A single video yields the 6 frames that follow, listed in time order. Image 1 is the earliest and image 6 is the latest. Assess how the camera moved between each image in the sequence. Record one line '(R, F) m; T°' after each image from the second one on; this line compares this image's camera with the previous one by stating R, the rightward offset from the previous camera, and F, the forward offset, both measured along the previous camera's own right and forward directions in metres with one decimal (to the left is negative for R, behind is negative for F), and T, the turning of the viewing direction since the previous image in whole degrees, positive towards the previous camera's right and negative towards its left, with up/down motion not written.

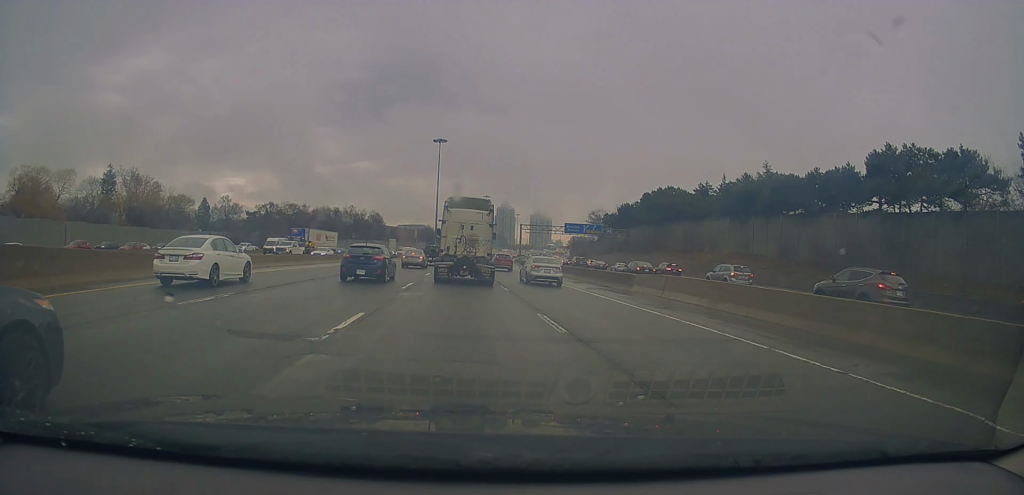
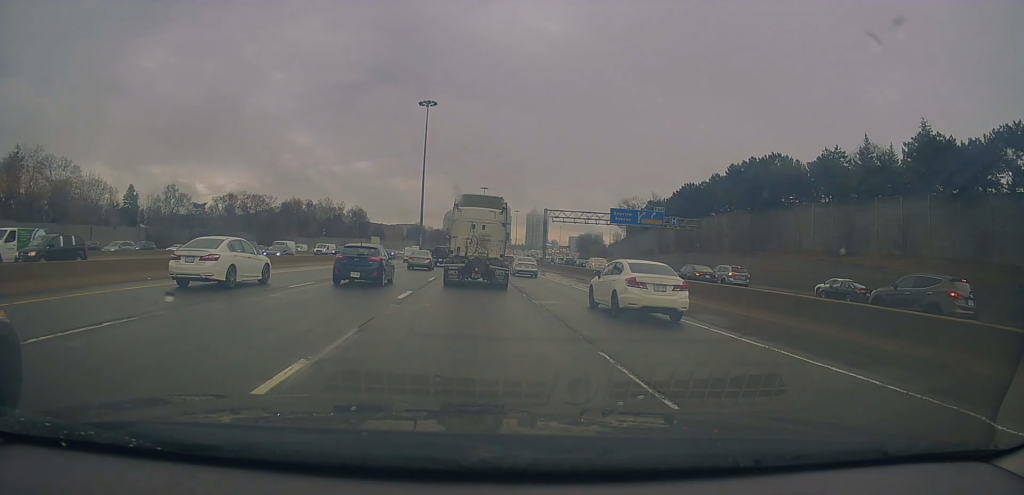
(+1.2, +39.6) m; +3°
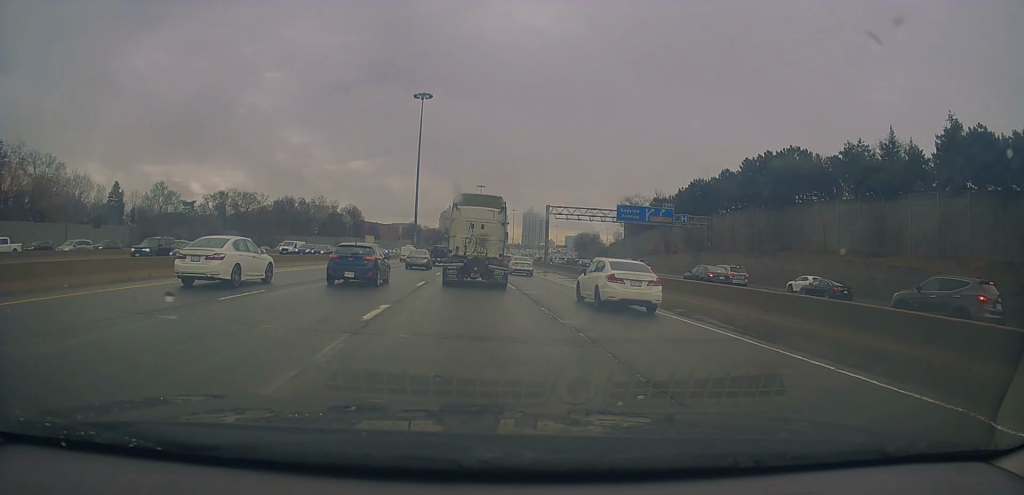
(0.0, +5.1) m; 0°
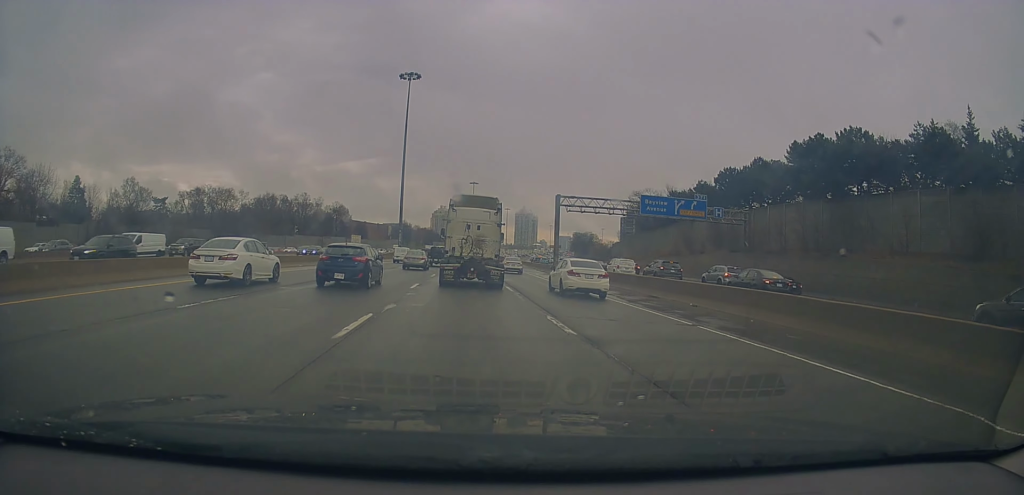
(+0.1, +13.4) m; +1°
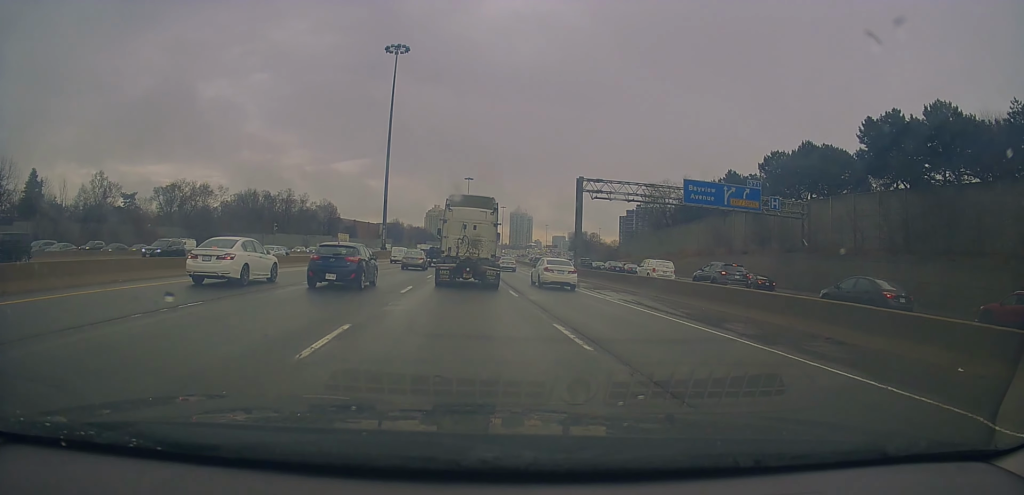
(-0.1, +13.2) m; 0°
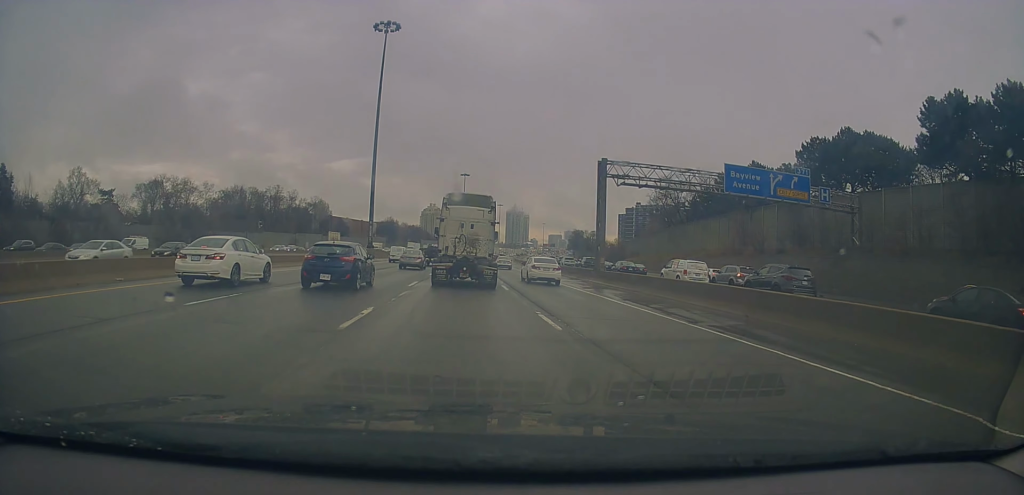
(0.0, +8.6) m; 0°
